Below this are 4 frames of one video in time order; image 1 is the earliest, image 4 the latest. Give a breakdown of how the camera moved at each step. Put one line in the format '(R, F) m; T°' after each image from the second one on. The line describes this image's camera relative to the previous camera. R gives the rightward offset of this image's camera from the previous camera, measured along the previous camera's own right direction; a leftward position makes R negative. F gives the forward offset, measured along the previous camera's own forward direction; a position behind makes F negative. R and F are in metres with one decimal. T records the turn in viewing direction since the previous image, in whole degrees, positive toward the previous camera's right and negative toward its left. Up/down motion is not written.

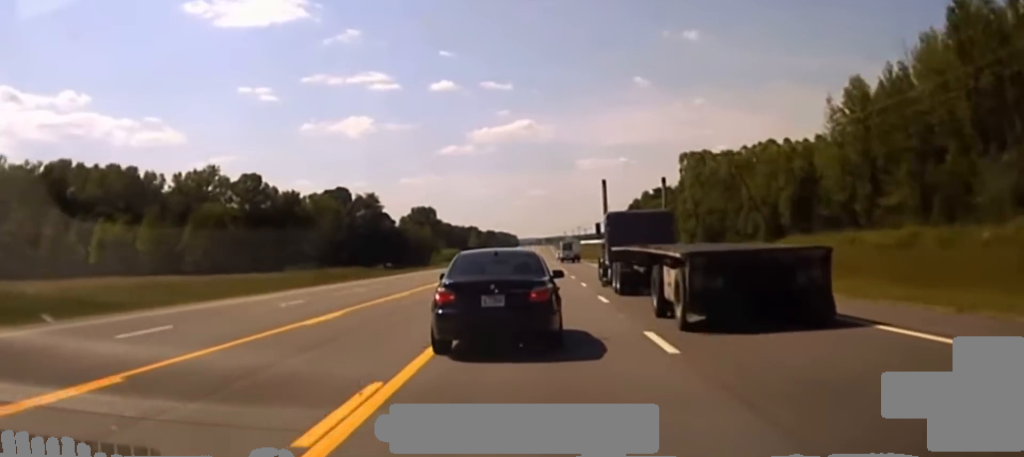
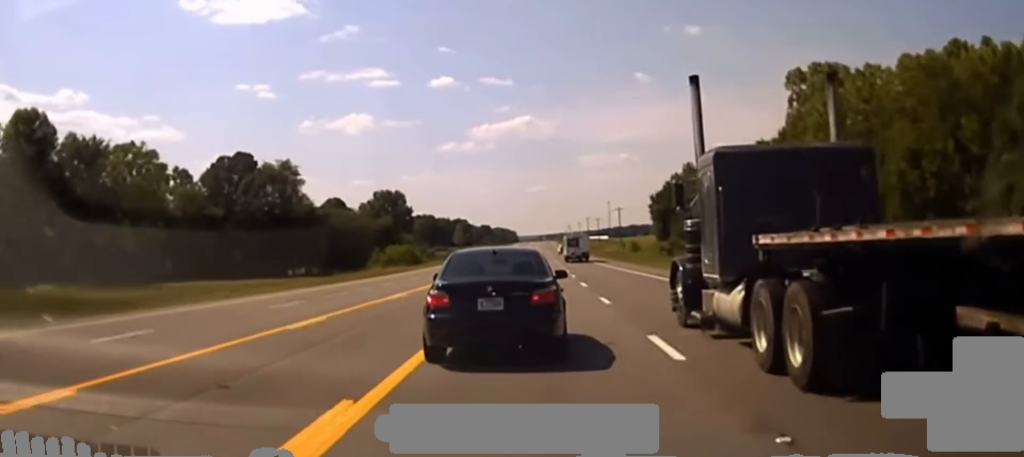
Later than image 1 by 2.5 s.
(0.0, +89.6) m; 0°
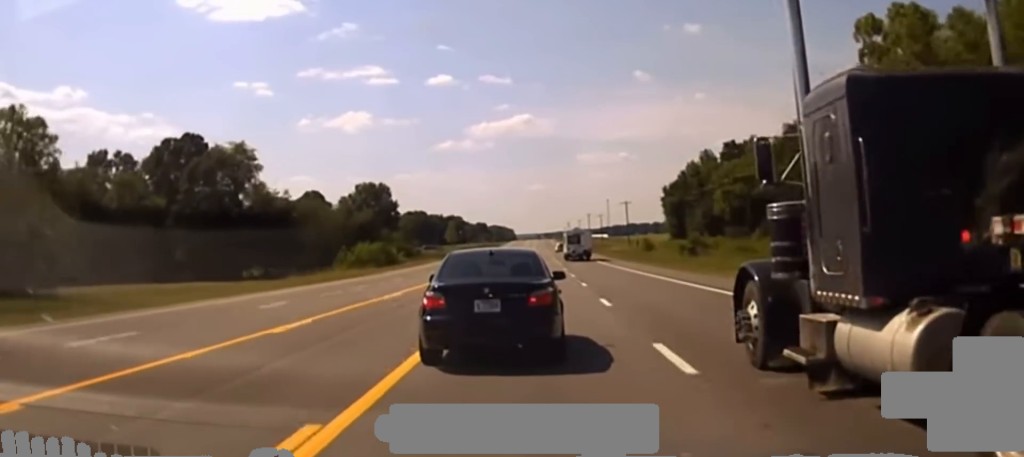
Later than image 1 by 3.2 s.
(0.0, +24.7) m; 0°
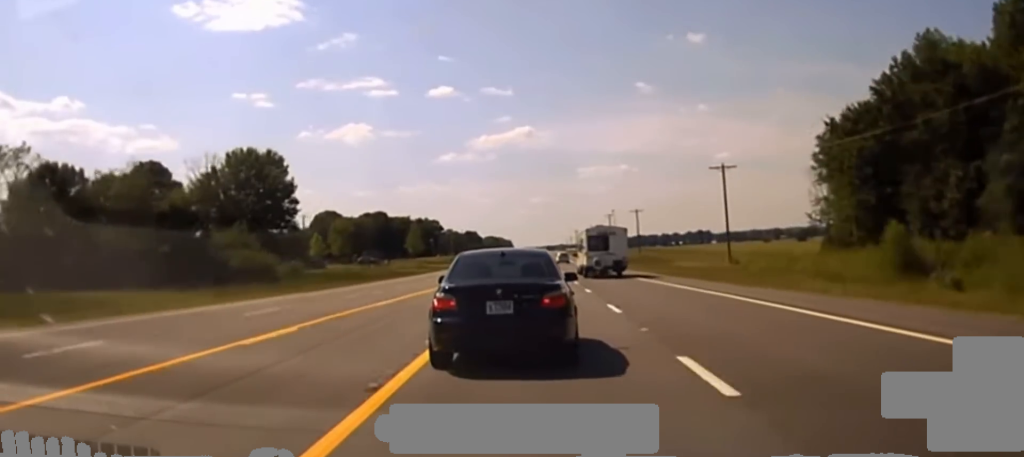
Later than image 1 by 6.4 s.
(-0.9, +99.8) m; 0°
